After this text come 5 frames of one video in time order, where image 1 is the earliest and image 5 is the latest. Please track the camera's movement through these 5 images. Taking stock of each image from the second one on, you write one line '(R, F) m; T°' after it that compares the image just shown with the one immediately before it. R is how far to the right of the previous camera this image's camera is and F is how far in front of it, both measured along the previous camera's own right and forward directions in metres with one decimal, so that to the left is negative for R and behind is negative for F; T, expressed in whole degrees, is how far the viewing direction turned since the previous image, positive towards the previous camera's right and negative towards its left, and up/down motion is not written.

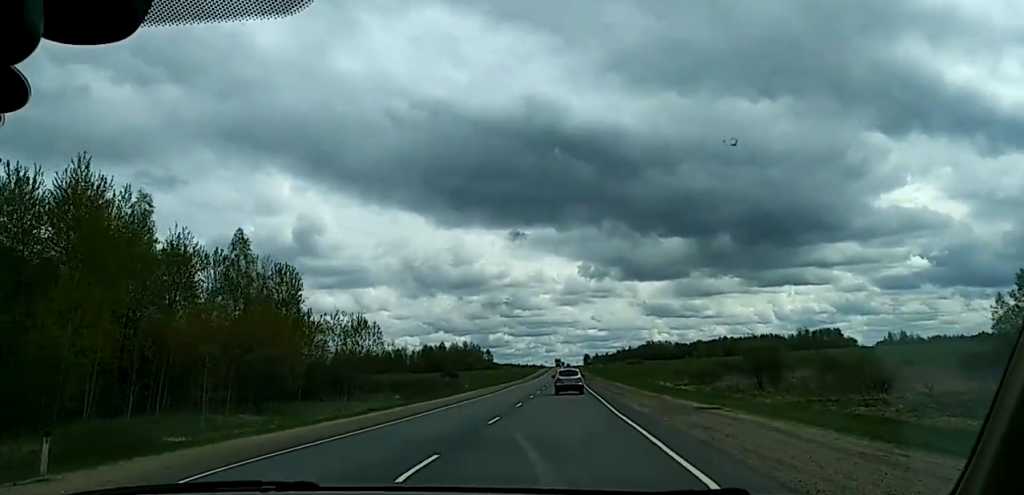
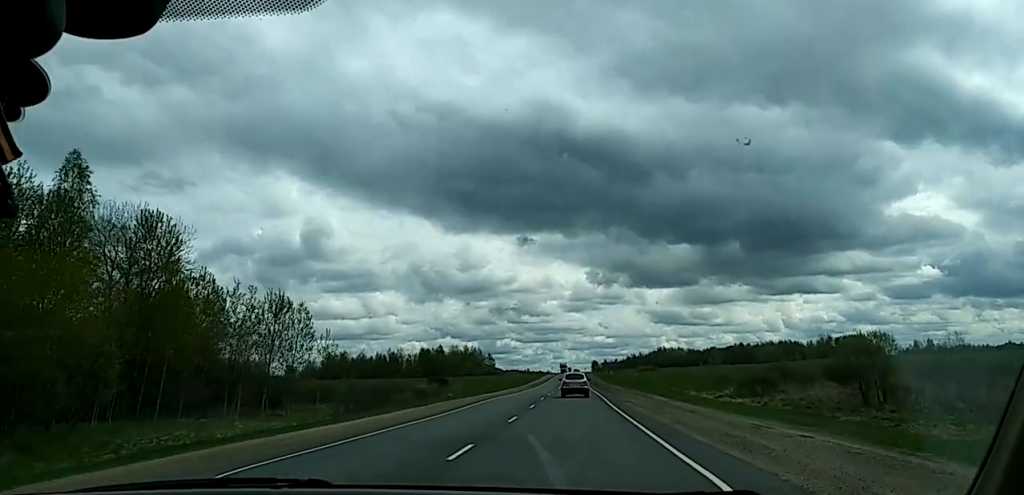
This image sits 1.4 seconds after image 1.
(-0.1, +33.4) m; +1°
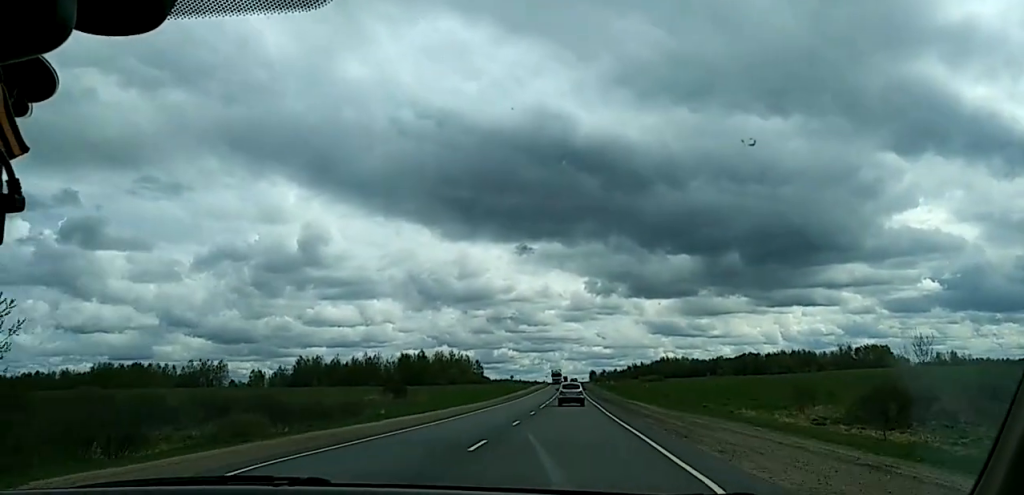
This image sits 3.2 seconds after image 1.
(-0.2, +45.7) m; -1°
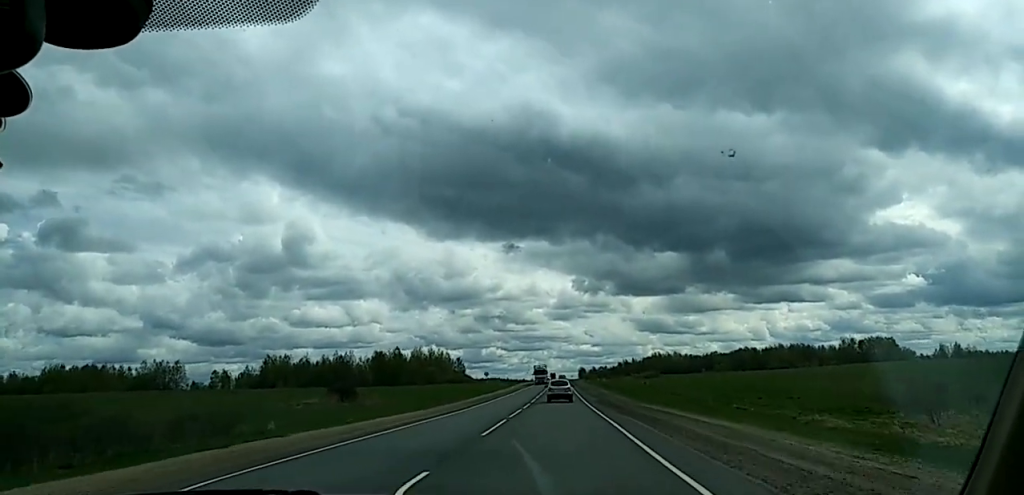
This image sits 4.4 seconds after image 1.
(+0.1, +30.8) m; 0°
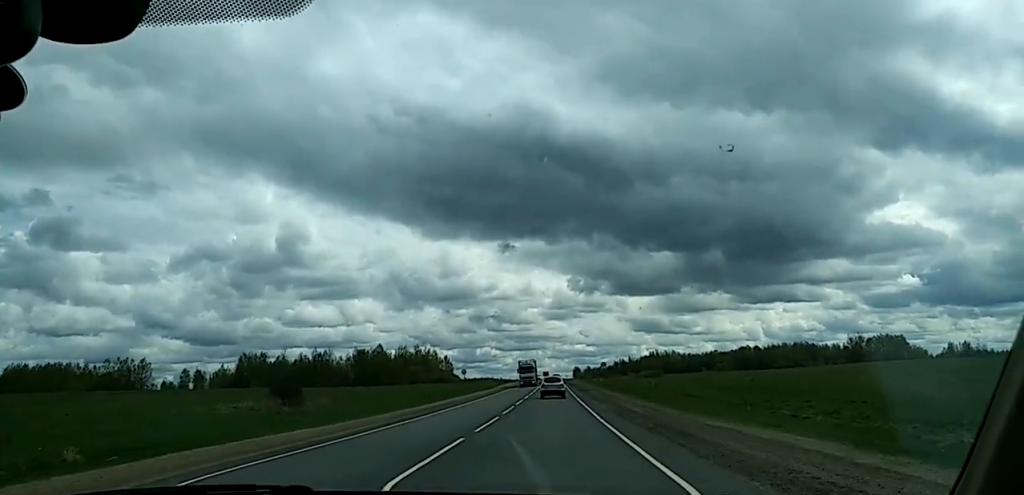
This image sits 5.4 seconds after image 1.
(0.0, +22.9) m; 0°
